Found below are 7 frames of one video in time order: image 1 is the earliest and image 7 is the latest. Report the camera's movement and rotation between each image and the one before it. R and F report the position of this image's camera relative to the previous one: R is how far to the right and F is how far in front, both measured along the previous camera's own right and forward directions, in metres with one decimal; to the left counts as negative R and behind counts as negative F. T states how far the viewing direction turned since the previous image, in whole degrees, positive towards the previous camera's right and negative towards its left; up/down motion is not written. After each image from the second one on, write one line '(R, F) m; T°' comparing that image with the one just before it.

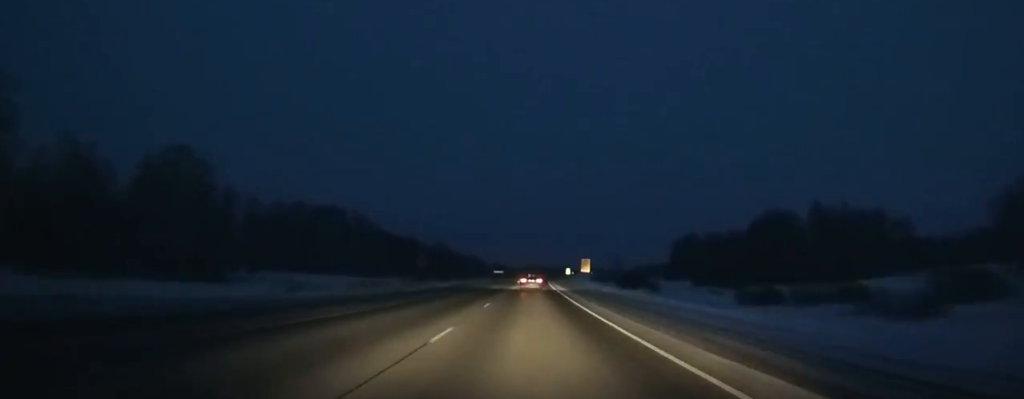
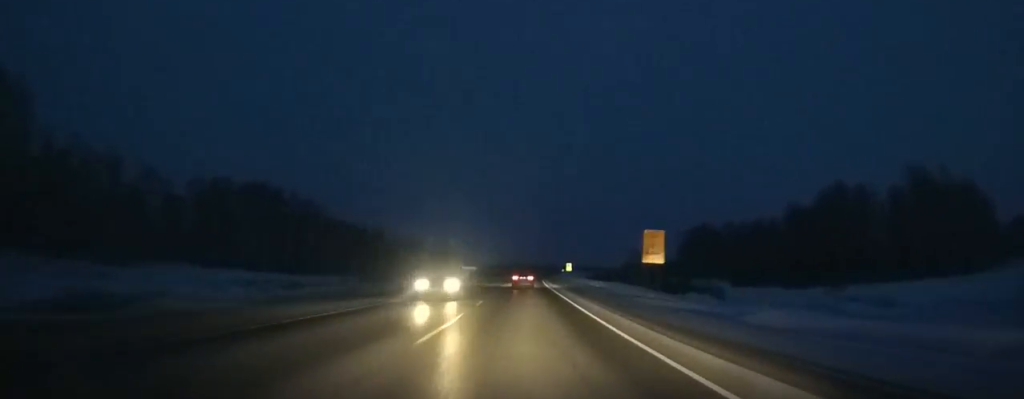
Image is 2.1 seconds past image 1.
(+0.7, +47.7) m; +1°
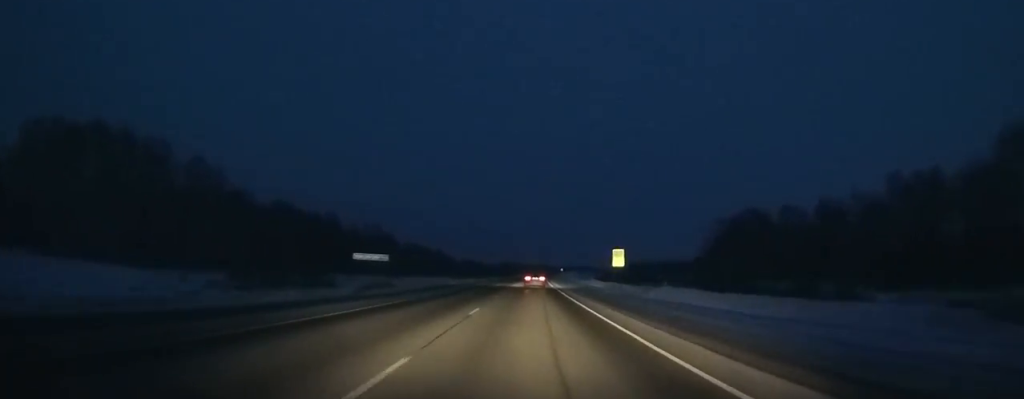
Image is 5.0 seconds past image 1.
(+0.7, +66.3) m; +1°
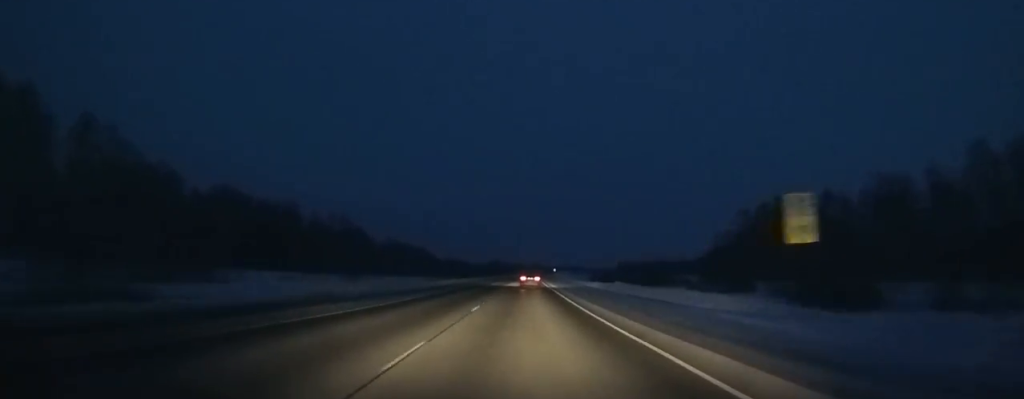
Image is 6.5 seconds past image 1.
(+0.1, +34.6) m; +1°
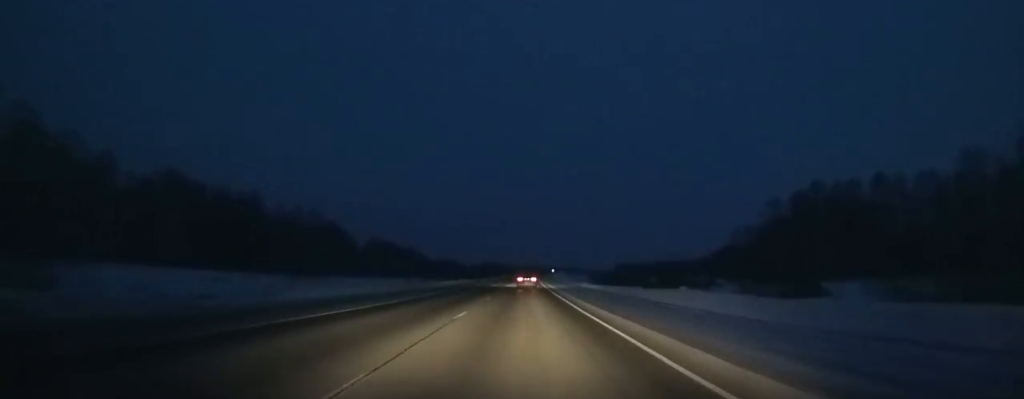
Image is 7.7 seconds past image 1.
(+0.2, +28.0) m; 0°
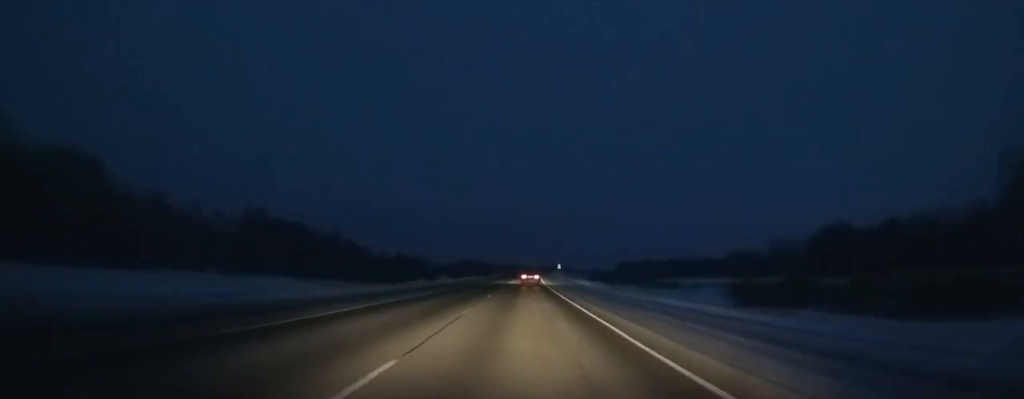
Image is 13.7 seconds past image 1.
(+1.8, +142.3) m; +2°
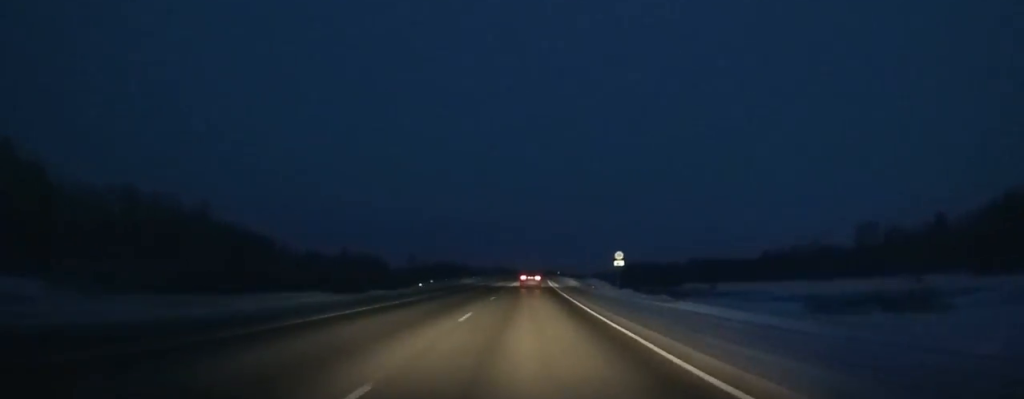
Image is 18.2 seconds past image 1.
(+1.2, +107.3) m; +2°
